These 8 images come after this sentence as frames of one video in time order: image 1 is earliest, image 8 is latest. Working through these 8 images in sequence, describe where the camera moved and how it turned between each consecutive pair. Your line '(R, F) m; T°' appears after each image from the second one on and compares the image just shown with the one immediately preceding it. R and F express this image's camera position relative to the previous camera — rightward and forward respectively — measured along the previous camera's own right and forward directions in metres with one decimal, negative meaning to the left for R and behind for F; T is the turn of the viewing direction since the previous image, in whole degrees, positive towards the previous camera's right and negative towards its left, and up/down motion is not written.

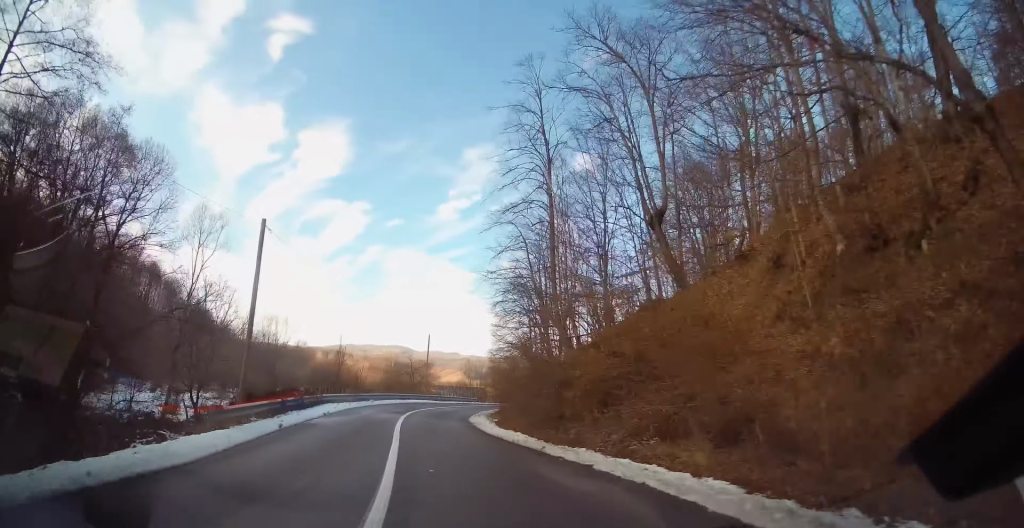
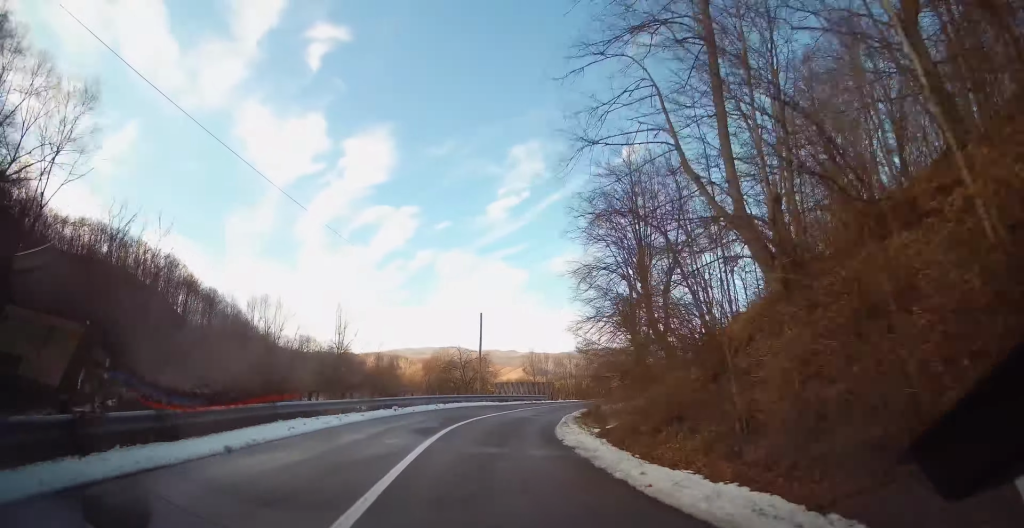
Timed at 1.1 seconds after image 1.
(-0.4, +13.7) m; -2°
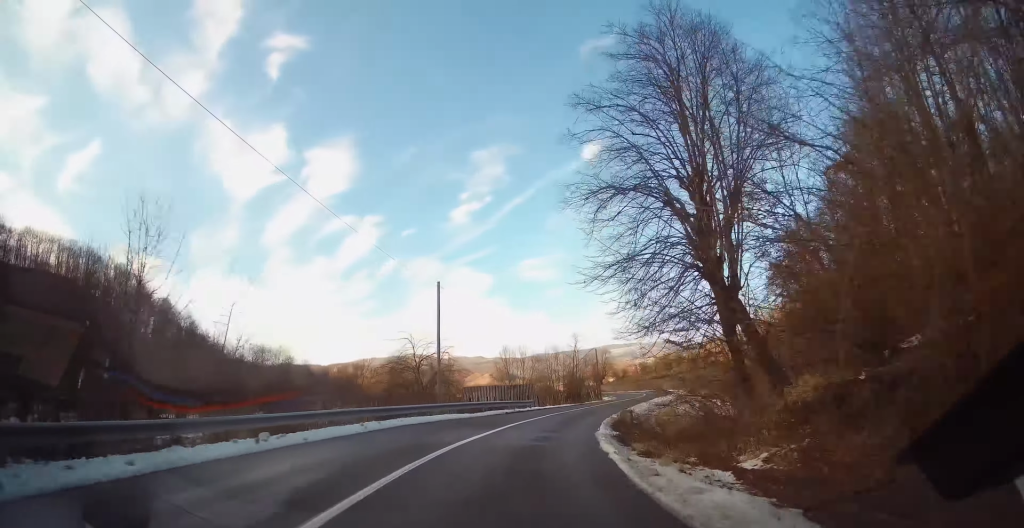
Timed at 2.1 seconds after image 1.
(0.0, +13.0) m; +3°
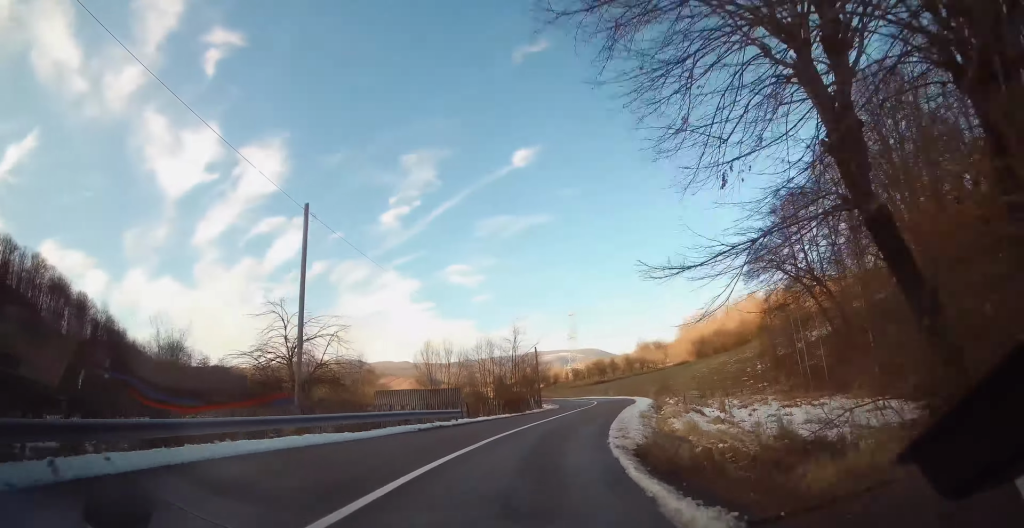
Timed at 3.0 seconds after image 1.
(+0.5, +11.7) m; +7°
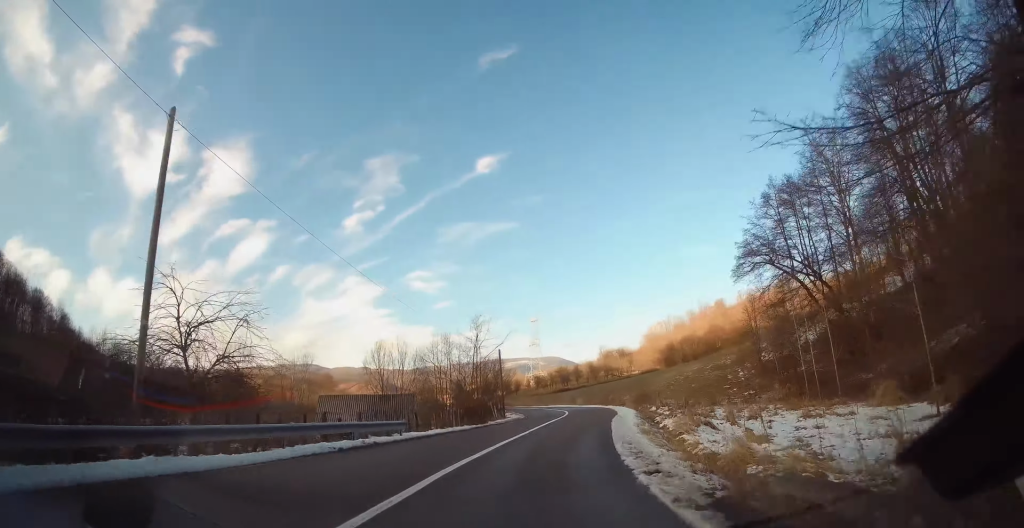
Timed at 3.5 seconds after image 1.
(+0.2, +6.0) m; +5°
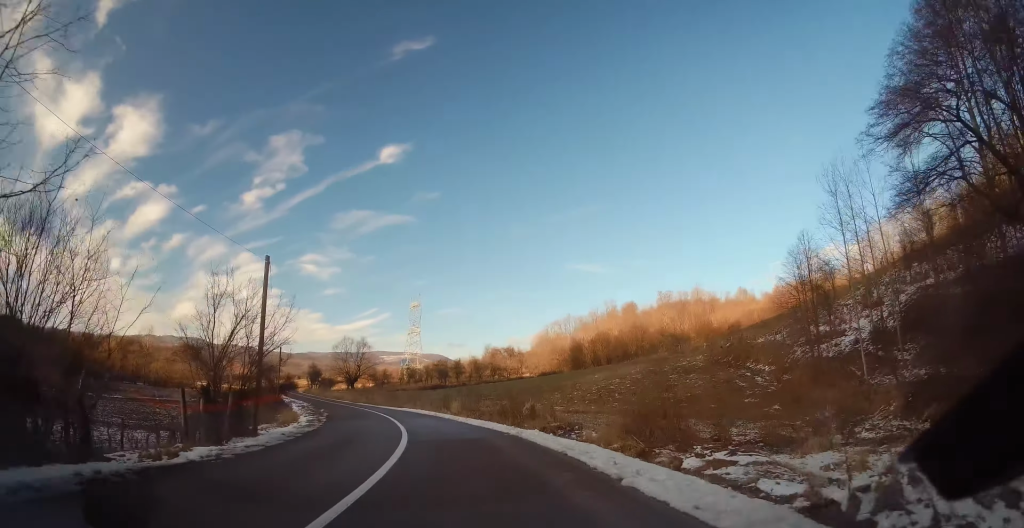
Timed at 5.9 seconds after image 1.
(+4.4, +32.5) m; +5°
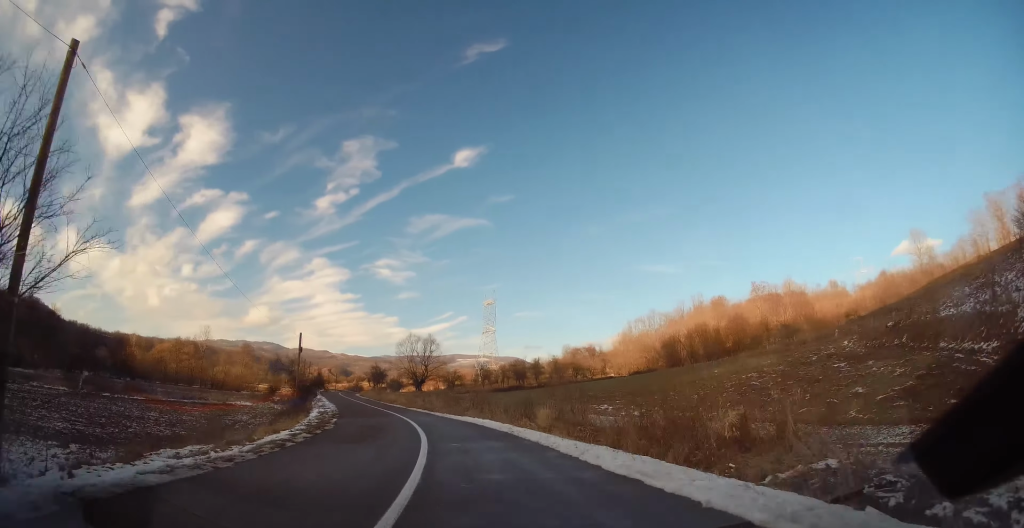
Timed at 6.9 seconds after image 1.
(-1.1, +14.7) m; -8°
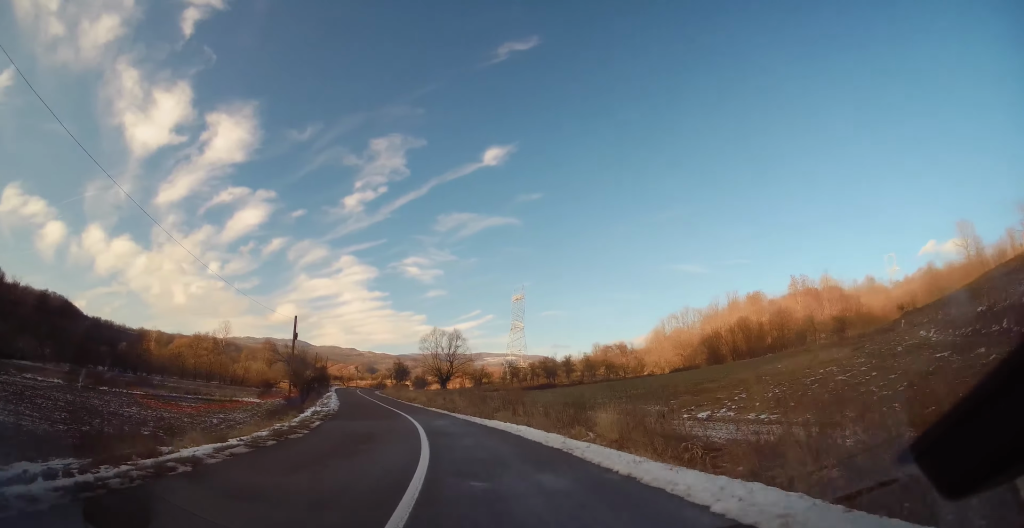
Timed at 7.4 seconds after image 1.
(-0.2, +7.1) m; -3°
